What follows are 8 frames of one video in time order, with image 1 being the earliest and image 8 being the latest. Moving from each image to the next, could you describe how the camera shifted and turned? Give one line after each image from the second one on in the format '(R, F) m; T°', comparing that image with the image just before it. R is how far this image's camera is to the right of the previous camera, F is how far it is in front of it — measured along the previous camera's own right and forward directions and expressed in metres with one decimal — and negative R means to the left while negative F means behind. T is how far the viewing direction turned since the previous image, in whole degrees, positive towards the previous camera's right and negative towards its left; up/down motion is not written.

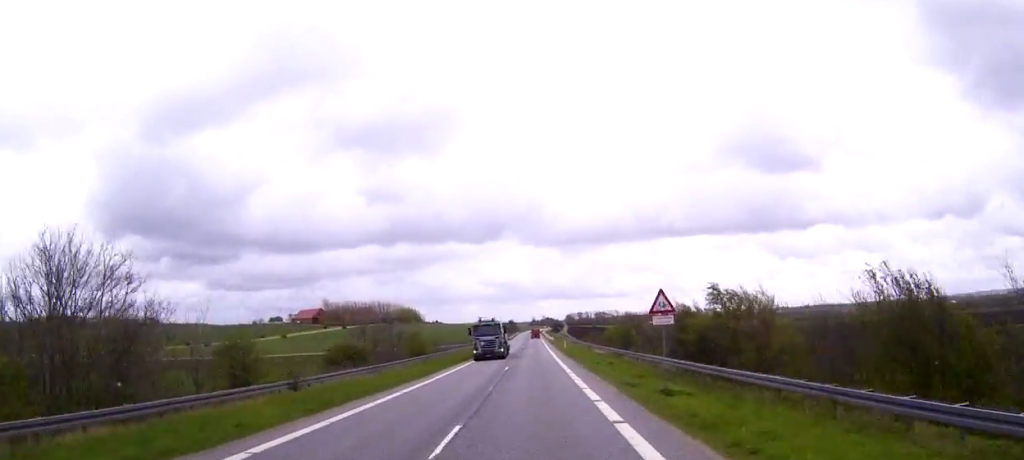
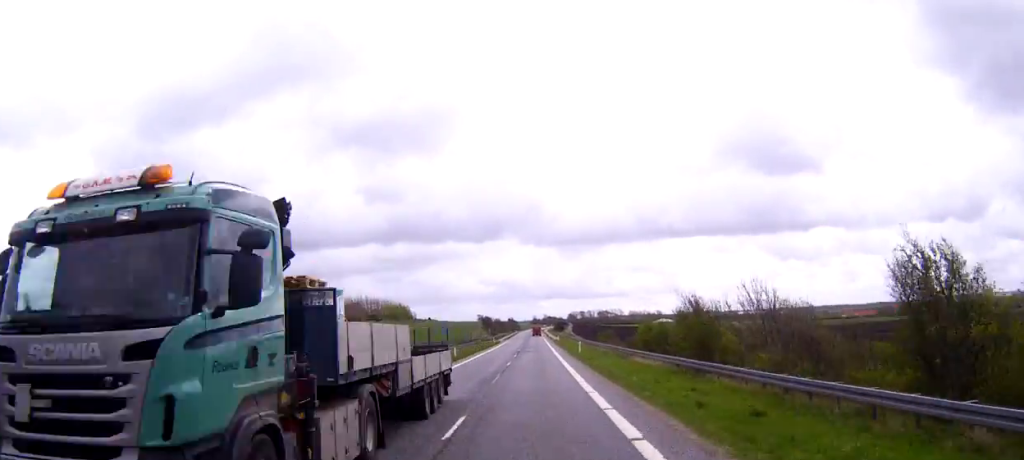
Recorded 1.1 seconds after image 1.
(0.0, +28.1) m; 0°
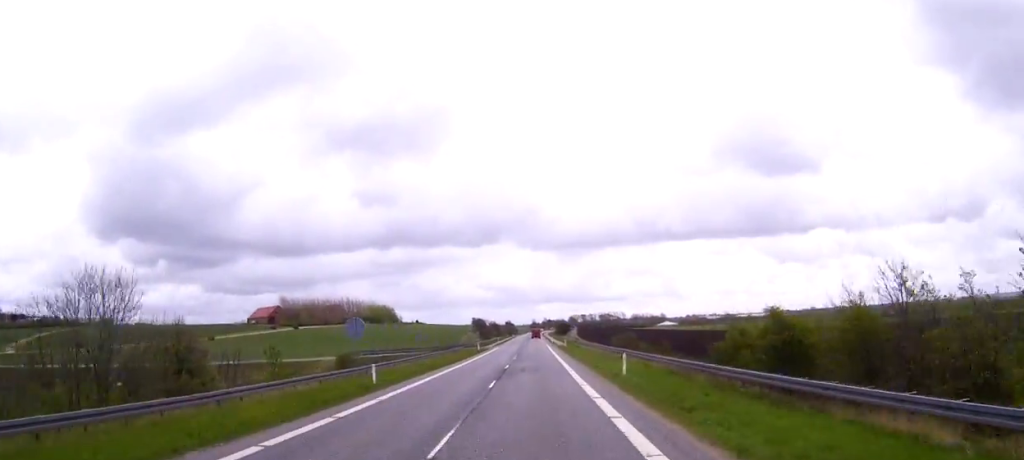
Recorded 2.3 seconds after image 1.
(+0.1, +31.6) m; 0°
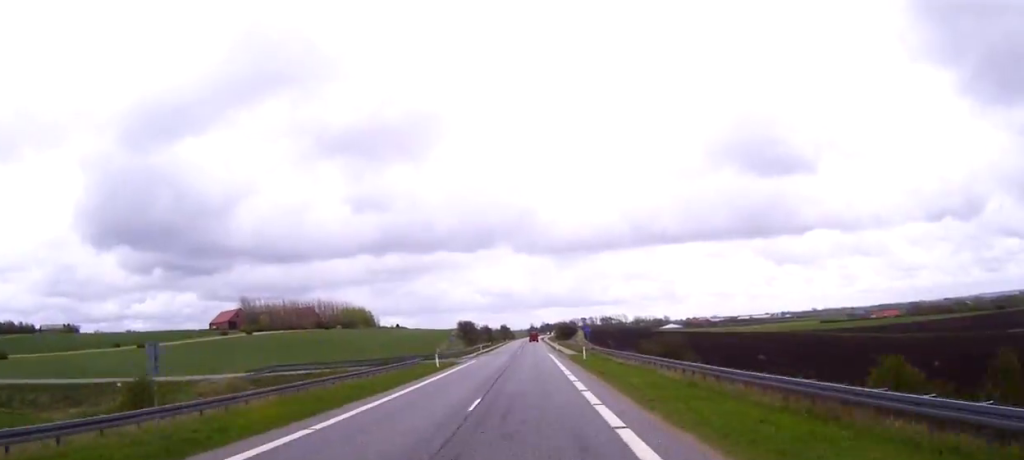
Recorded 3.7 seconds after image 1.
(0.0, +37.0) m; 0°
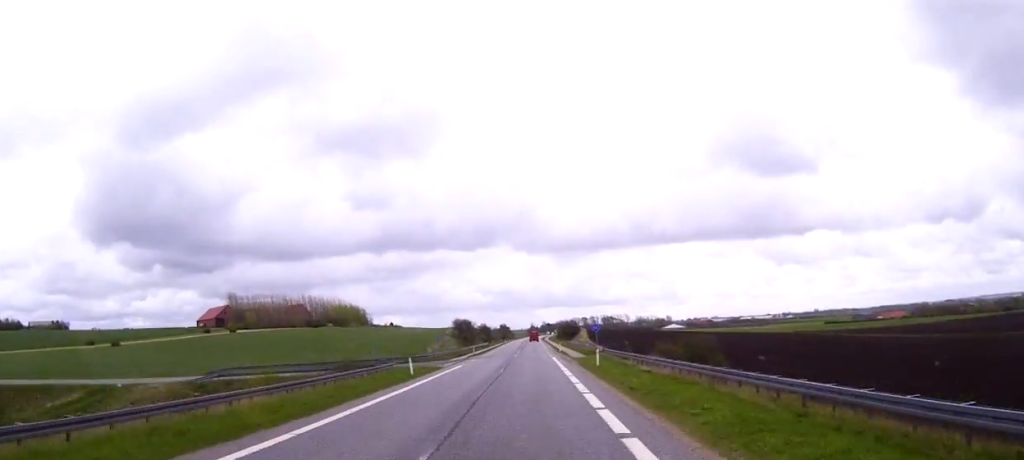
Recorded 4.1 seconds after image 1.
(0.0, +11.5) m; 0°
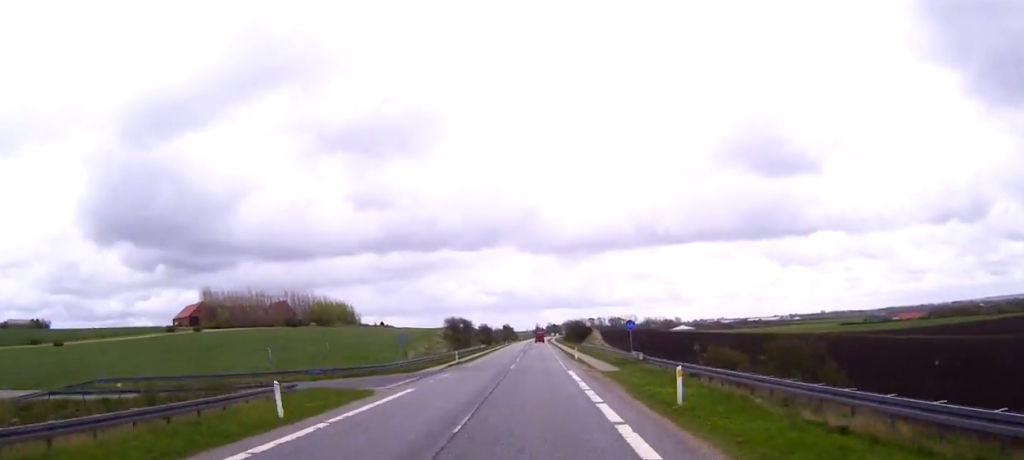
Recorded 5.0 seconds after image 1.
(-0.1, +22.9) m; 0°
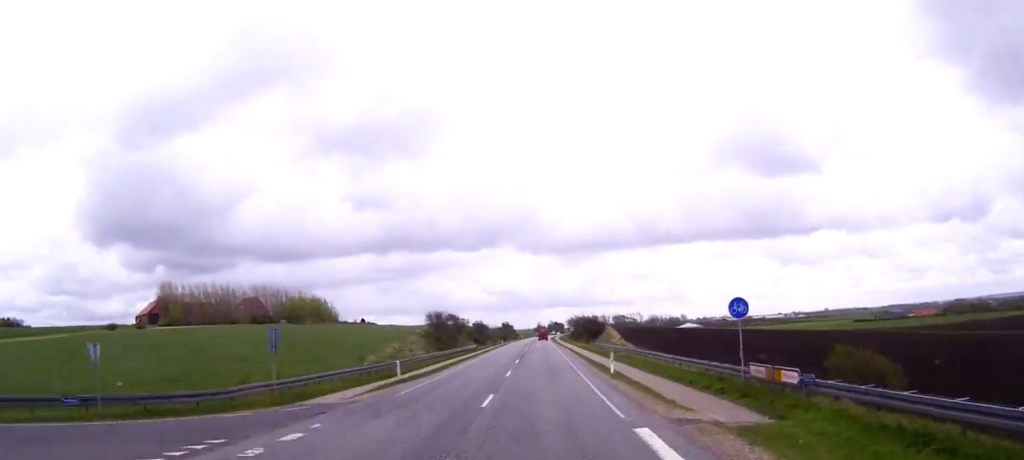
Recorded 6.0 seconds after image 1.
(+0.1, +26.3) m; 0°
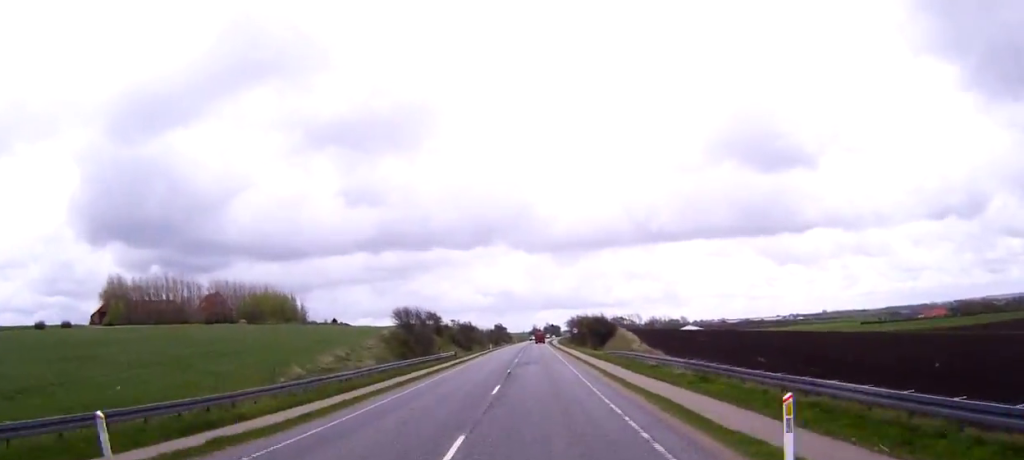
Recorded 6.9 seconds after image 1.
(0.0, +23.8) m; 0°
